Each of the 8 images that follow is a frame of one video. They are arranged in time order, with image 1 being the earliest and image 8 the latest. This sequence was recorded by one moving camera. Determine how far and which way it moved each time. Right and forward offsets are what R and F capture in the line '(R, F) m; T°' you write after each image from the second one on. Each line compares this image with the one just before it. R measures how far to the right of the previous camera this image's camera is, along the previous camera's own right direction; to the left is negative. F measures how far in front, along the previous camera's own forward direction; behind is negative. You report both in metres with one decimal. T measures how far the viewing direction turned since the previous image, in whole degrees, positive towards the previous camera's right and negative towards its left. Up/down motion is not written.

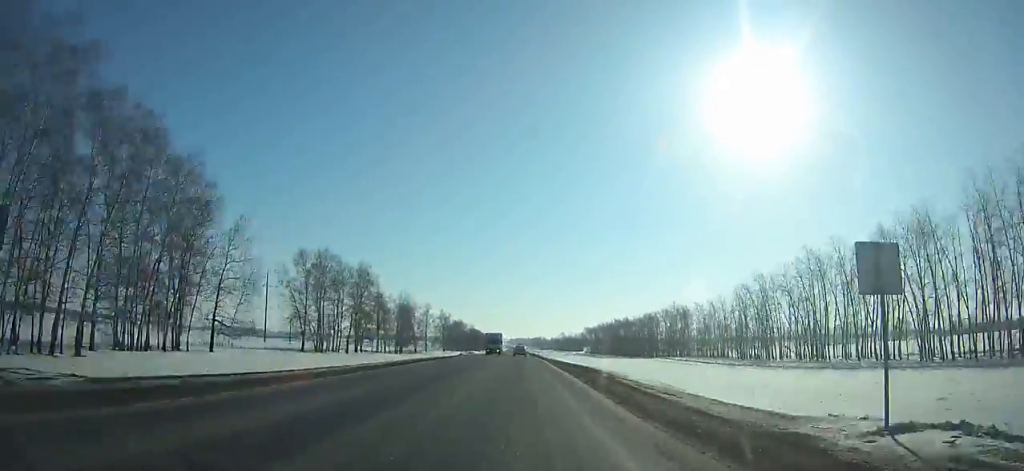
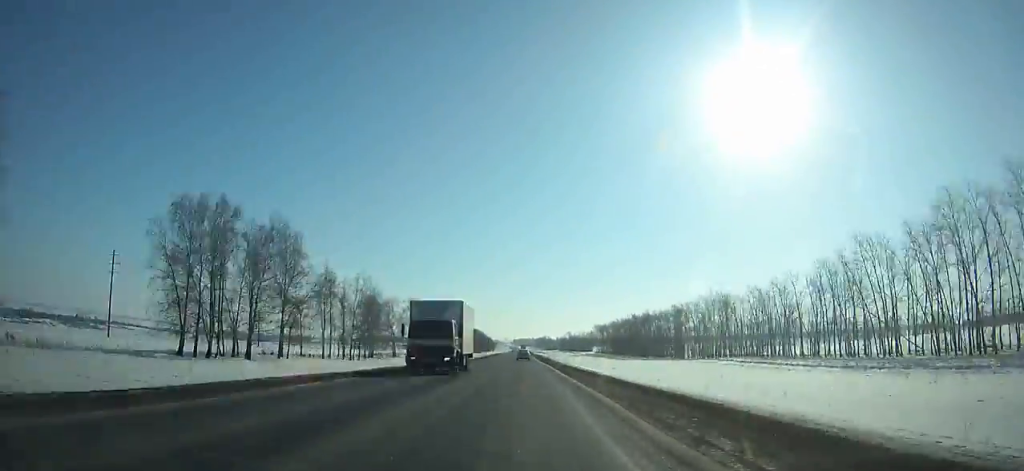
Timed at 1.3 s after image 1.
(+0.1, +35.1) m; 0°
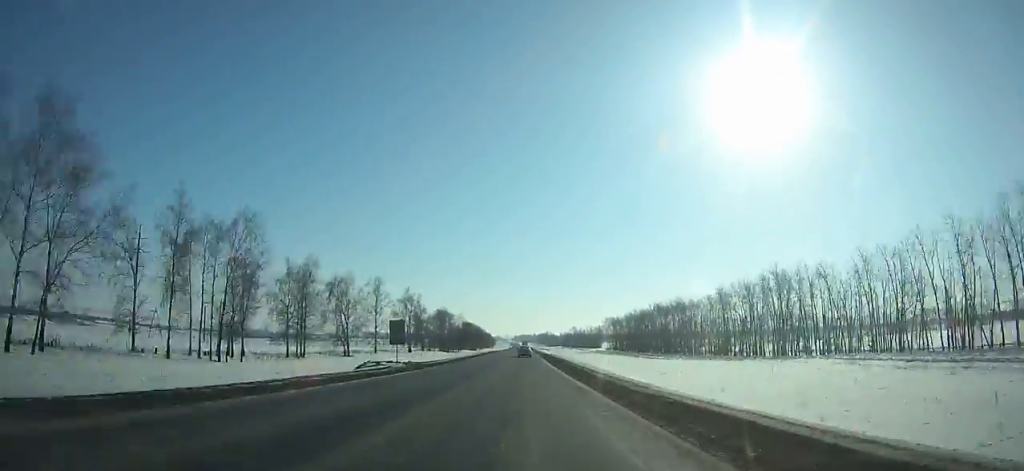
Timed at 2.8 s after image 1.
(0.0, +40.5) m; 0°
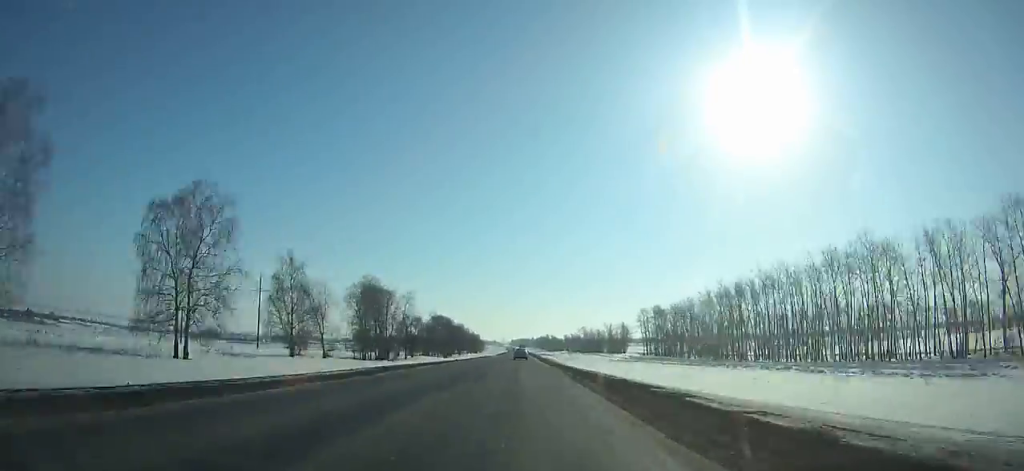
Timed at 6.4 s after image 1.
(0.0, +97.7) m; 0°
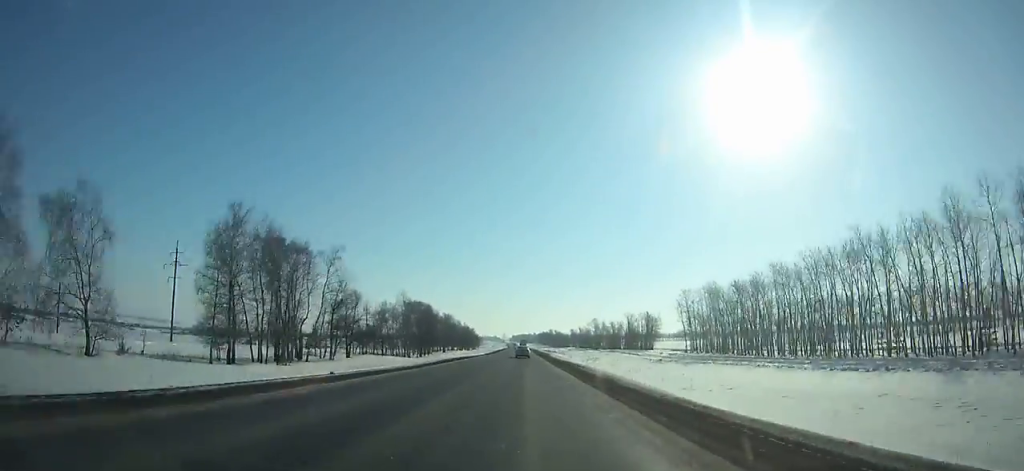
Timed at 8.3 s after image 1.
(0.0, +51.8) m; 0°
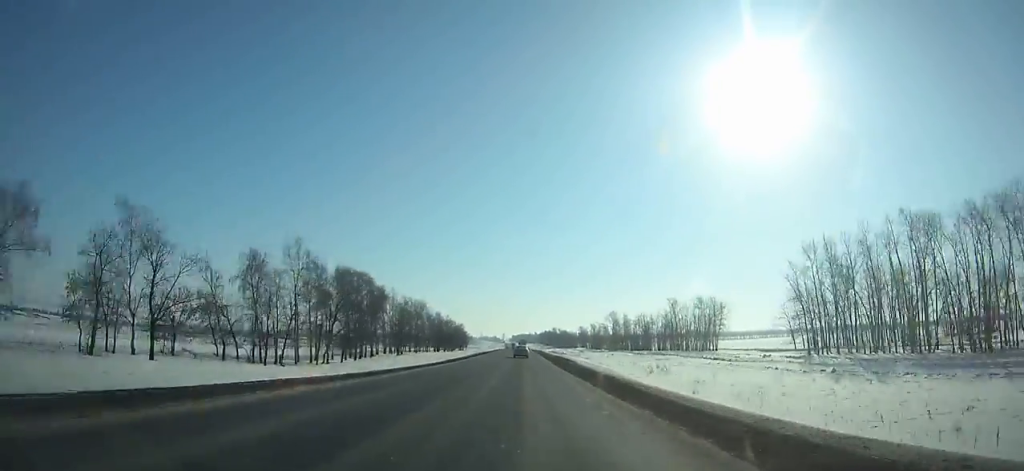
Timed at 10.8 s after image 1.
(0.0, +68.1) m; 0°
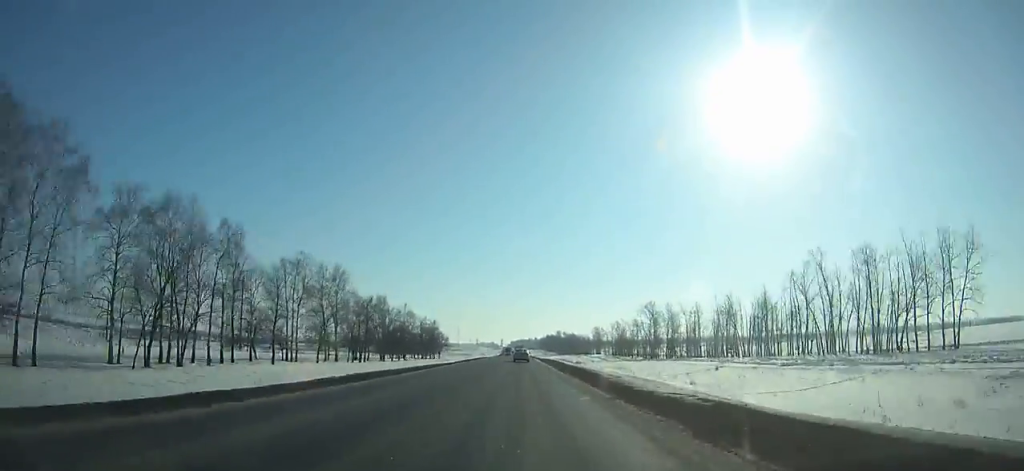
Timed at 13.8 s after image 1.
(0.0, +81.4) m; 0°
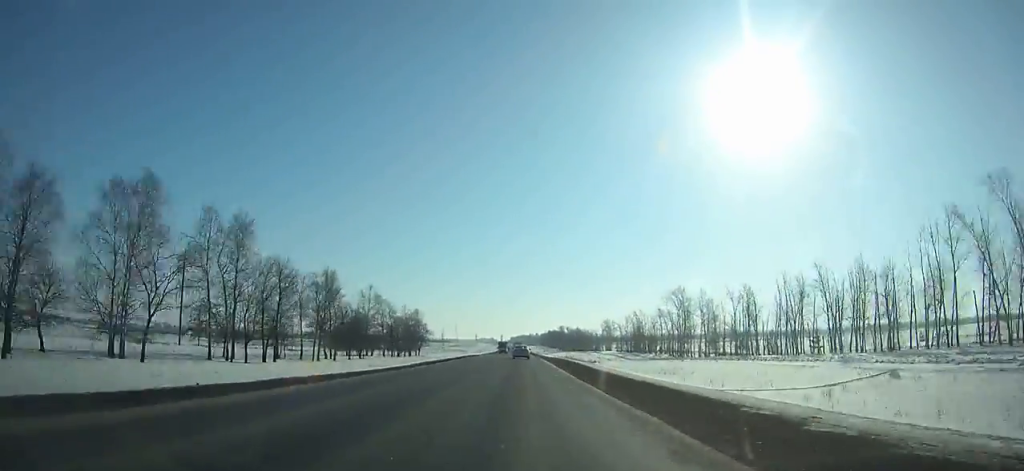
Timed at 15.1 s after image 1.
(+0.1, +35.1) m; 0°
